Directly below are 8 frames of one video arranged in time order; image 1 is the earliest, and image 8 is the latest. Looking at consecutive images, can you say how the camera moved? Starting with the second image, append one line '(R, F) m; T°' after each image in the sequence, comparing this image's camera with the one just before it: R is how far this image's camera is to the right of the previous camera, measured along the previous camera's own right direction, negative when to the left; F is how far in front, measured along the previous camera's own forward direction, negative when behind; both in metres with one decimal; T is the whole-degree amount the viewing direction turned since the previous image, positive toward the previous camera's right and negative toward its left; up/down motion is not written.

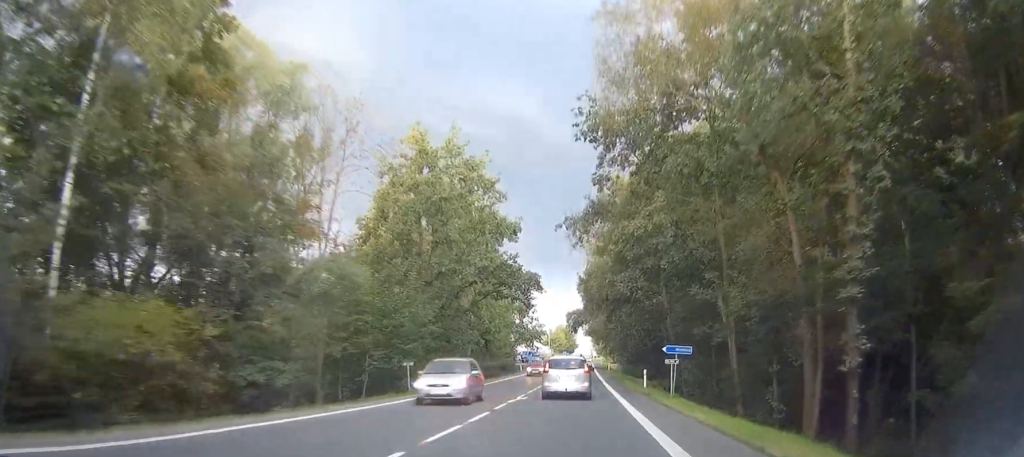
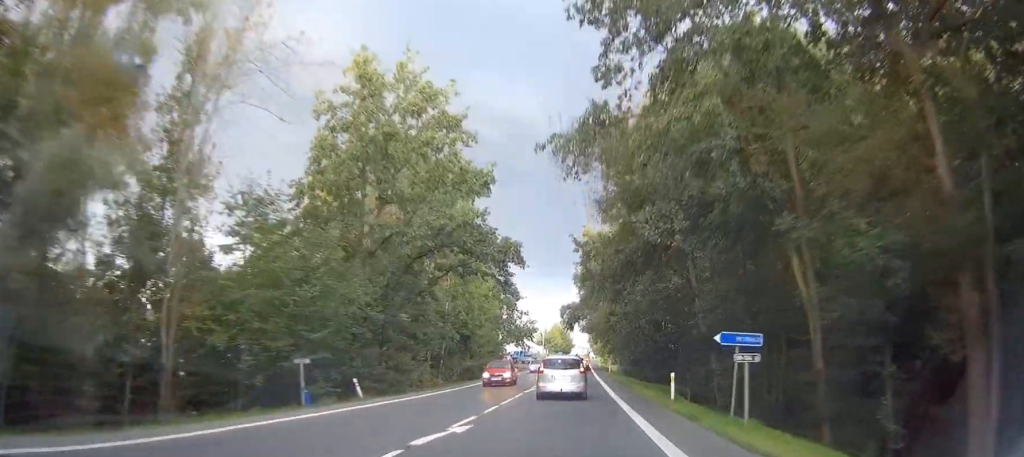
(0.0, +12.9) m; 0°
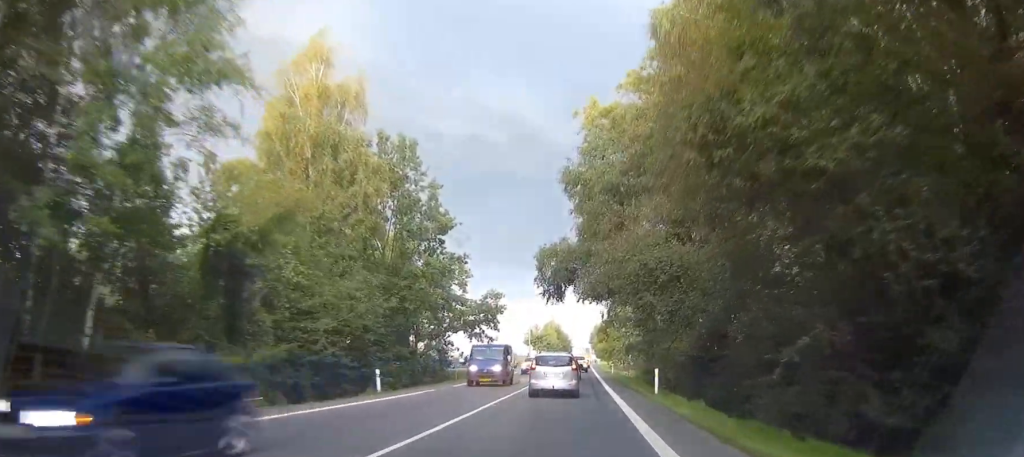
(+0.3, +50.1) m; 0°
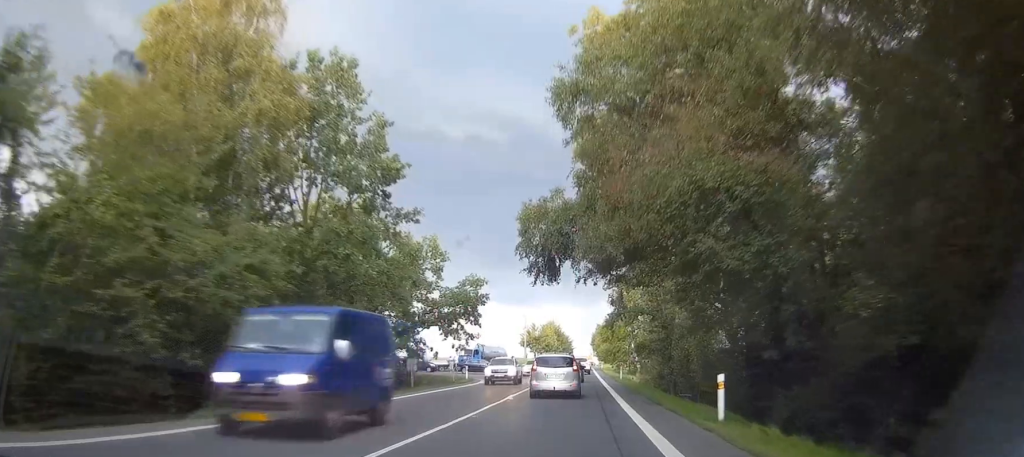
(-0.1, +13.0) m; 0°
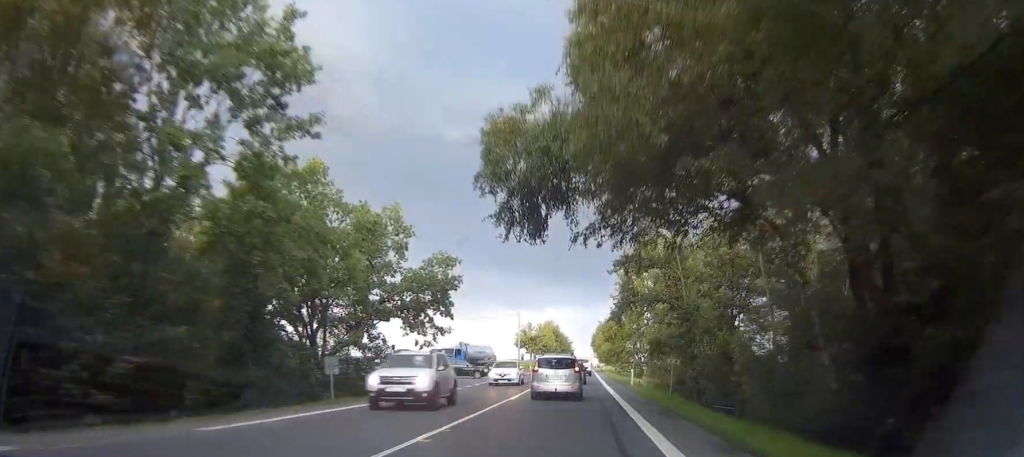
(0.0, +11.6) m; 0°
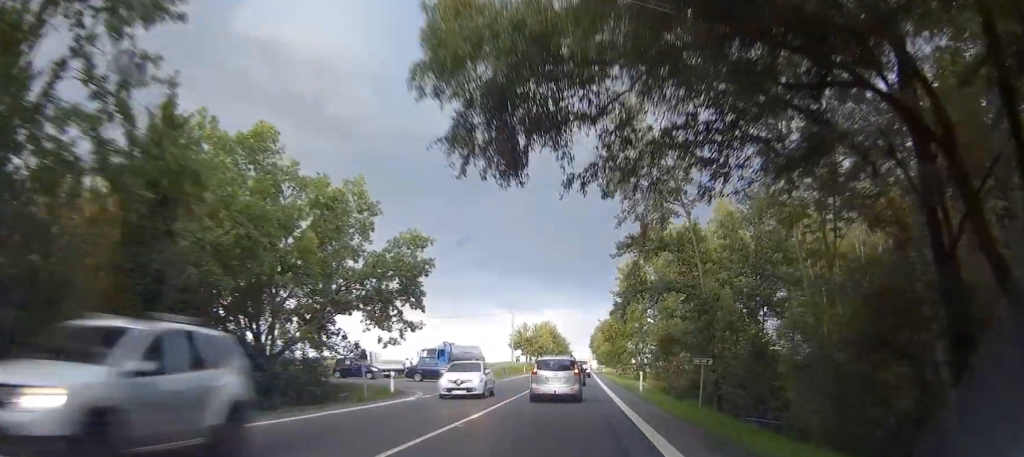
(0.0, +7.1) m; 0°
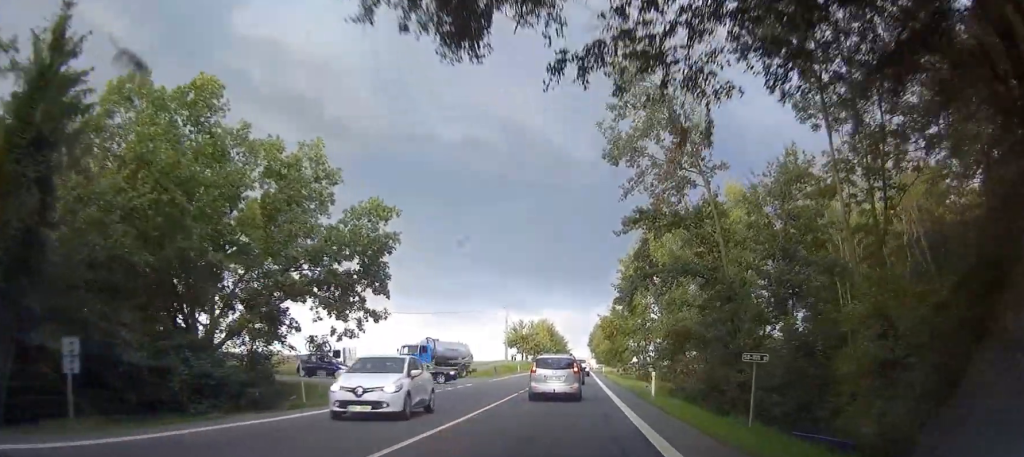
(0.0, +6.2) m; 0°
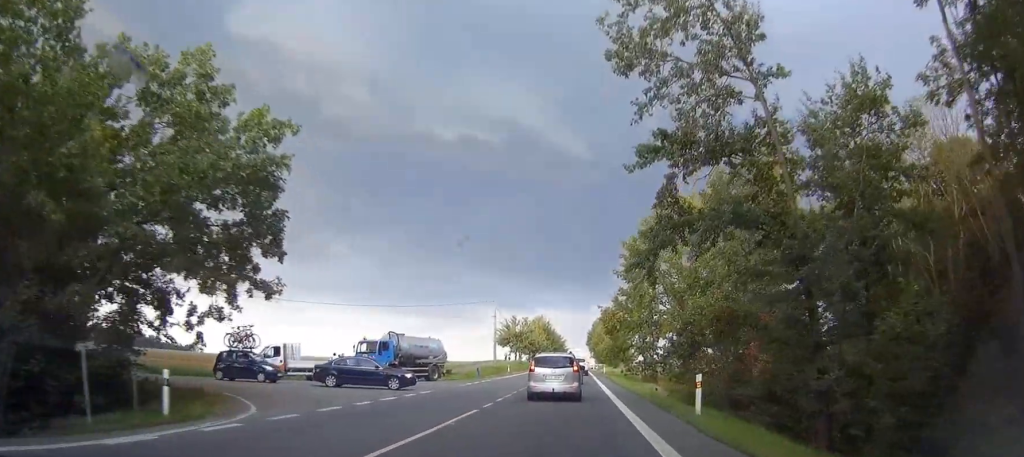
(0.0, +10.6) m; 0°
